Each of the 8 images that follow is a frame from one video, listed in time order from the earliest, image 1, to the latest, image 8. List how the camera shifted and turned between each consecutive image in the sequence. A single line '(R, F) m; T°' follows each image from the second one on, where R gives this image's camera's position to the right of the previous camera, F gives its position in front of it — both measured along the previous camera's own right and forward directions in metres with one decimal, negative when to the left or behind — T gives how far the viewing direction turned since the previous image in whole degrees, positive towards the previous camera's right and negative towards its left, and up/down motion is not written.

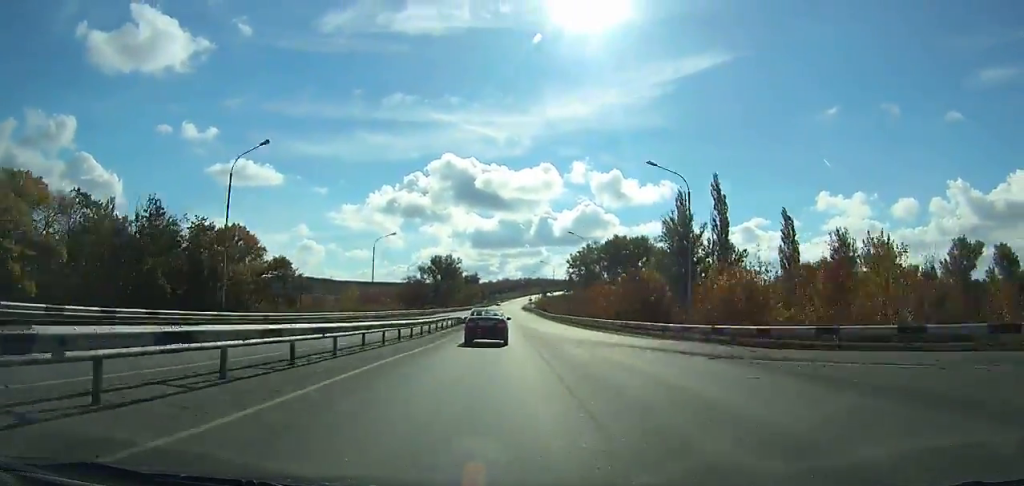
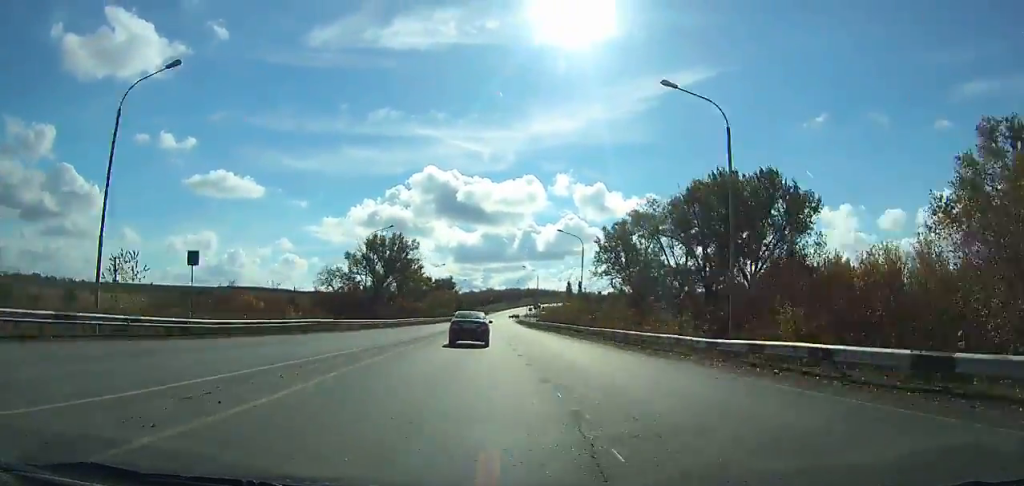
(-4.4, +85.2) m; +4°
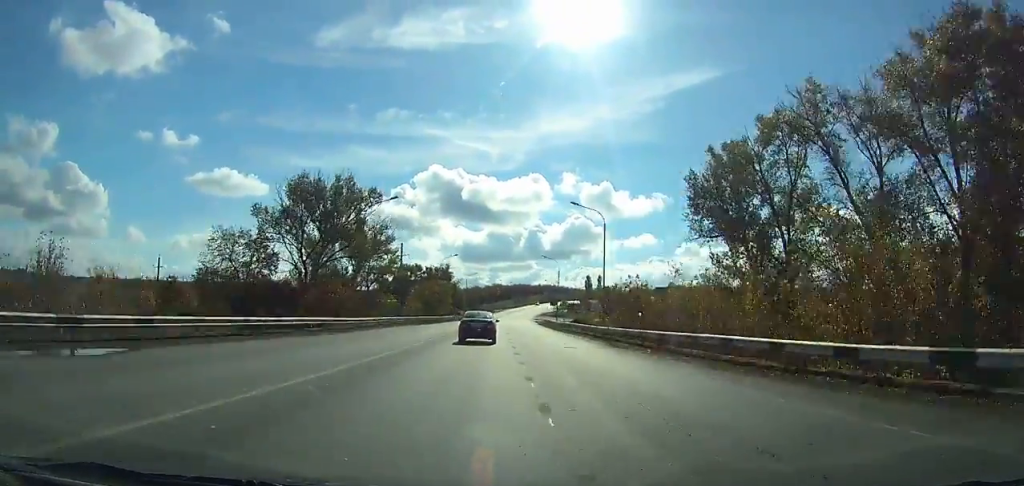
(+7.5, +51.5) m; +5°
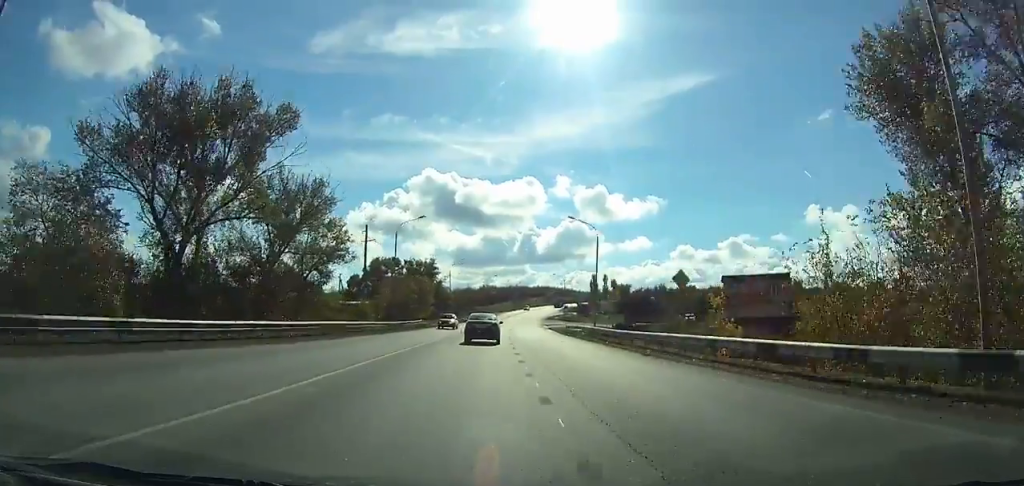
(+1.3, +34.0) m; 0°
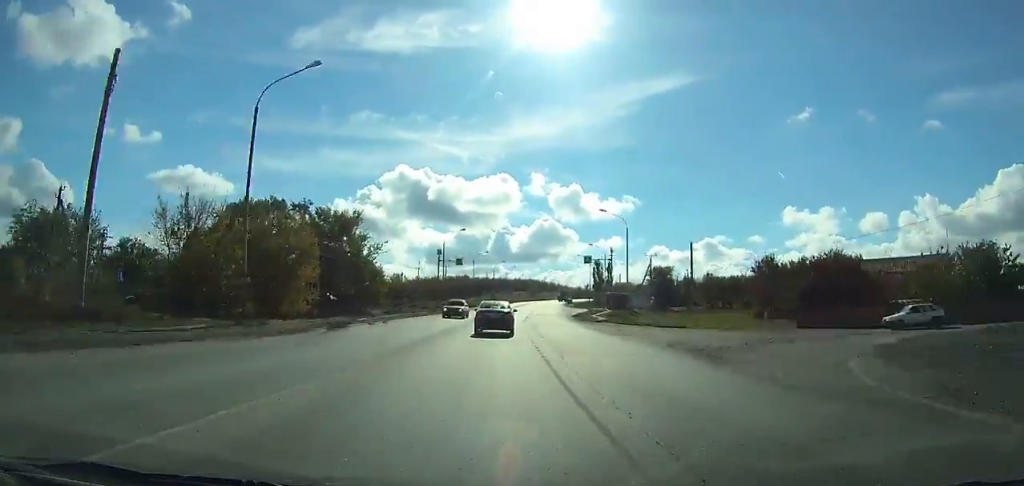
(-4.8, +71.0) m; -2°
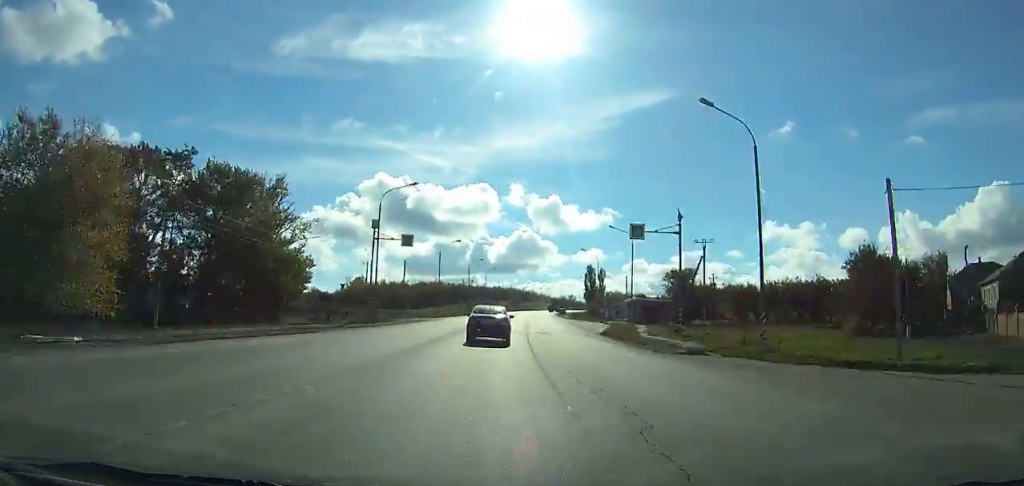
(-0.3, +29.3) m; +1°
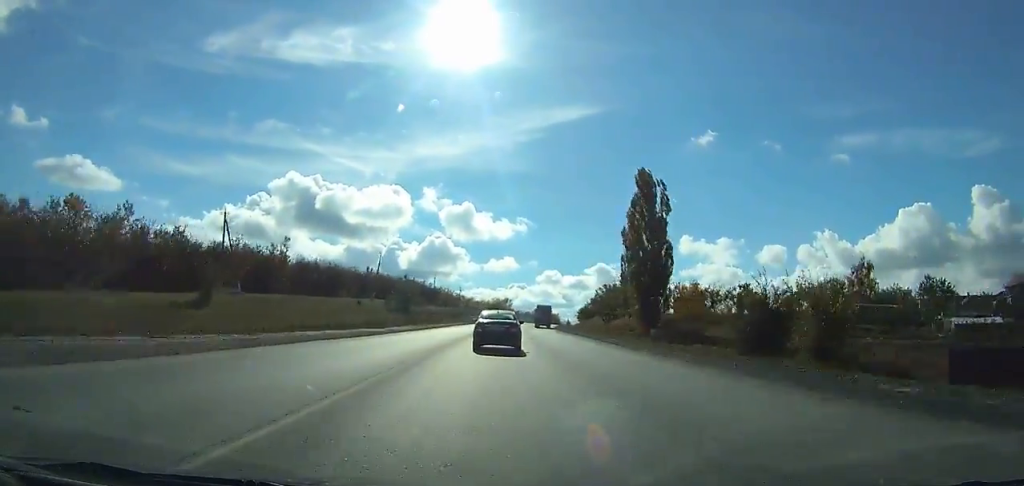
(+12.6, +152.2) m; +9°
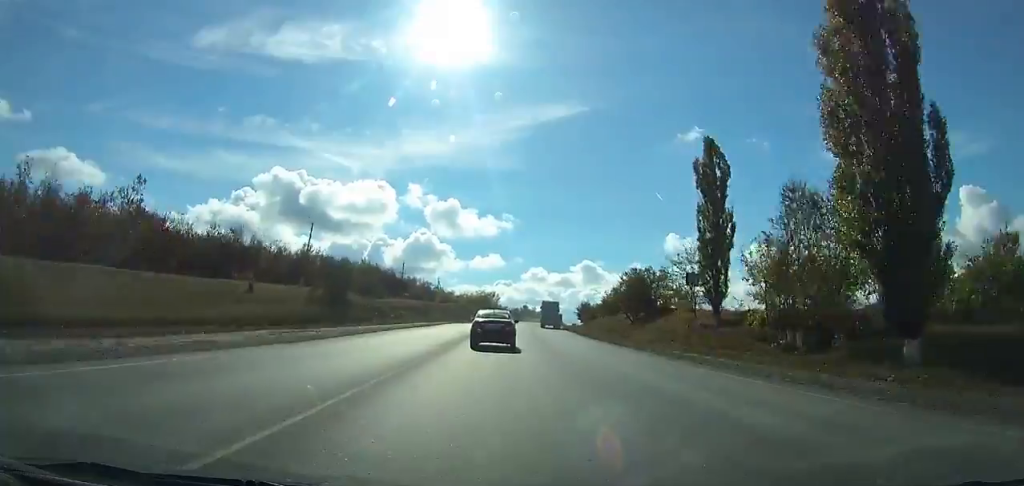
(+0.8, +41.1) m; +3°
